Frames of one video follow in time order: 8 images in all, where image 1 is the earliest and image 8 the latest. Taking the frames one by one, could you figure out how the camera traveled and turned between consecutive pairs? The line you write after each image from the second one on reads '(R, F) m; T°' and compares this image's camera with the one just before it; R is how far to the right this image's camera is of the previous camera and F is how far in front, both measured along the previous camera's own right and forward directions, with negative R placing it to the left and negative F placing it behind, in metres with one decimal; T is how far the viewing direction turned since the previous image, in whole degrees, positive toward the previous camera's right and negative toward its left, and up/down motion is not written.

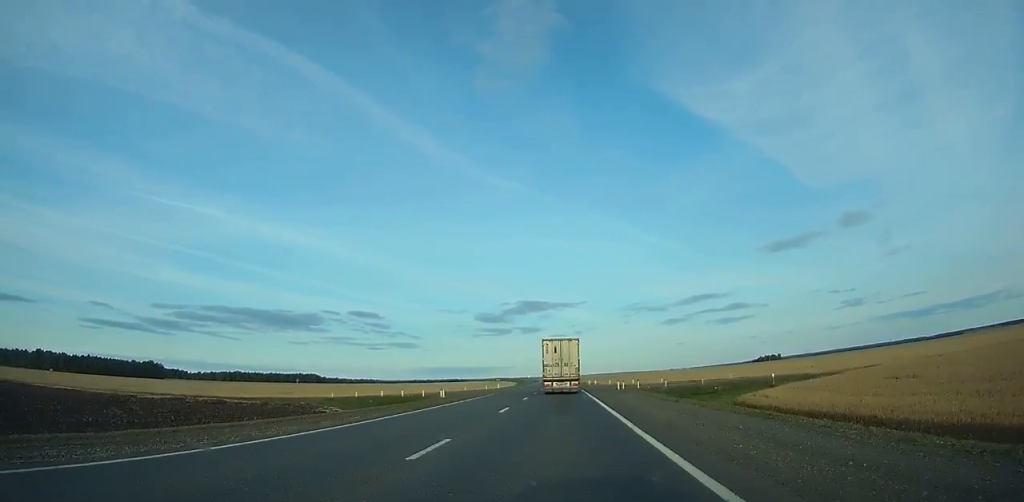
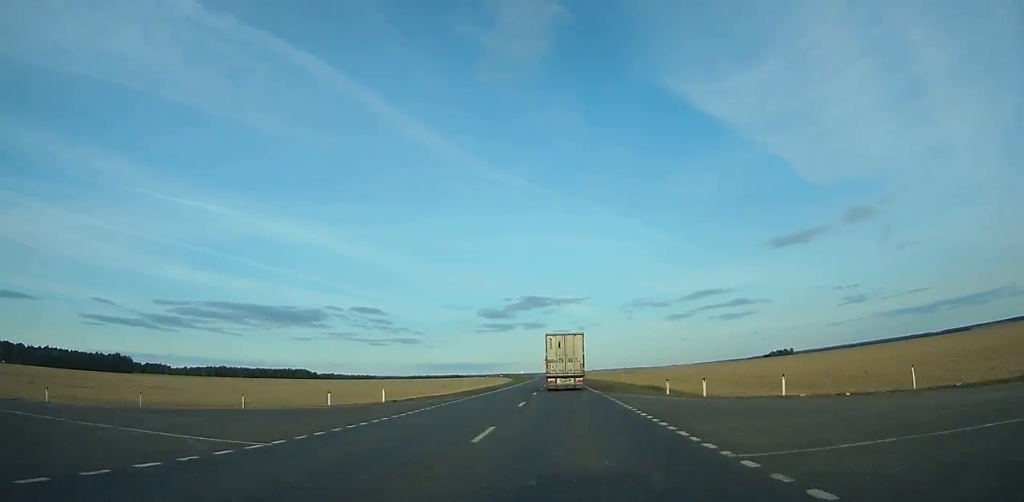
(-0.8, +71.9) m; -1°
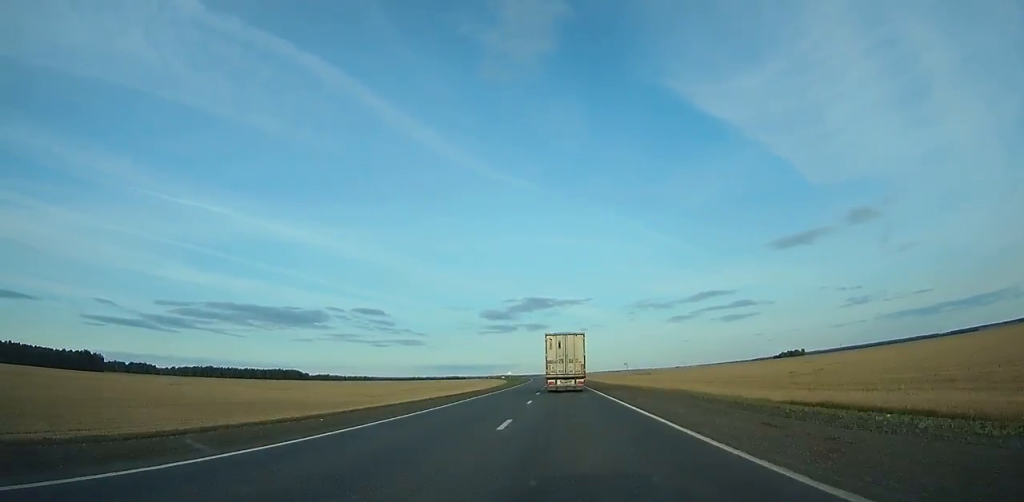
(-0.2, +58.6) m; 0°
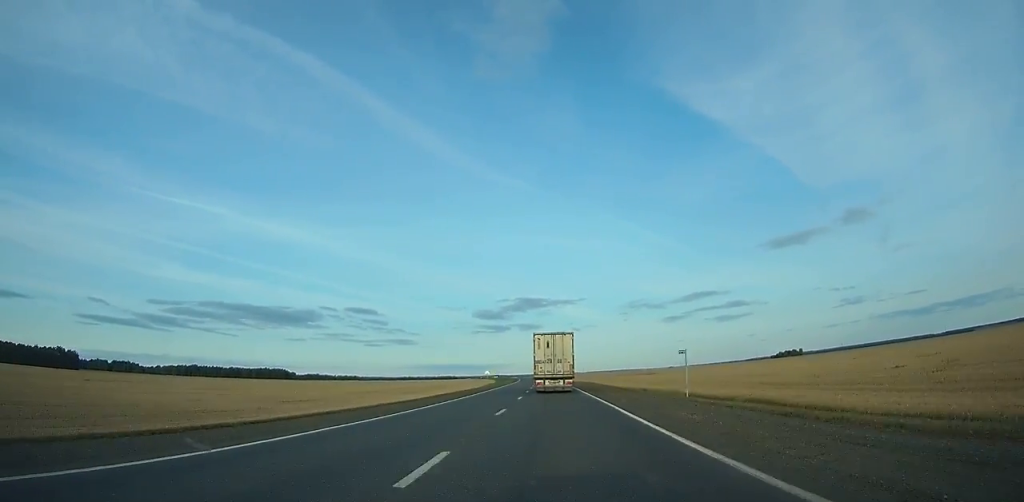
(0.0, +31.4) m; 0°
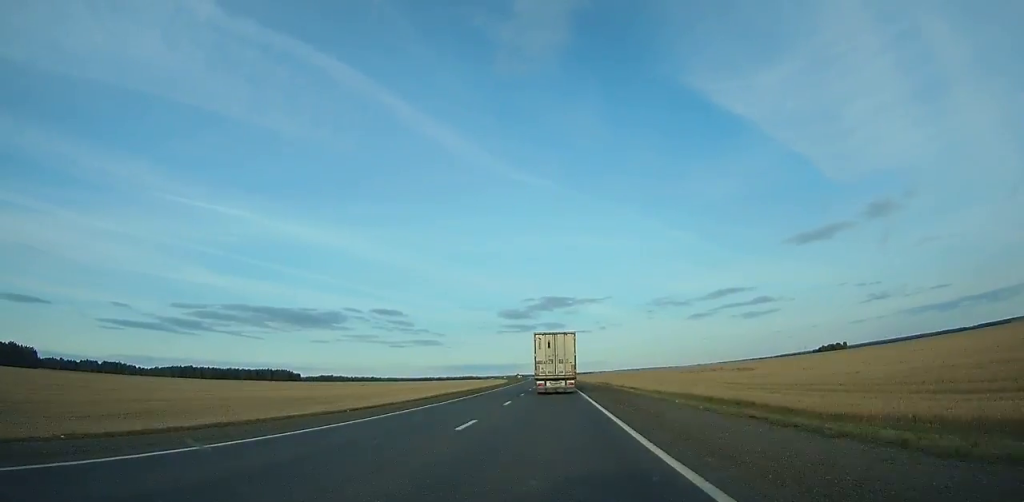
(-1.2, +106.0) m; -2°
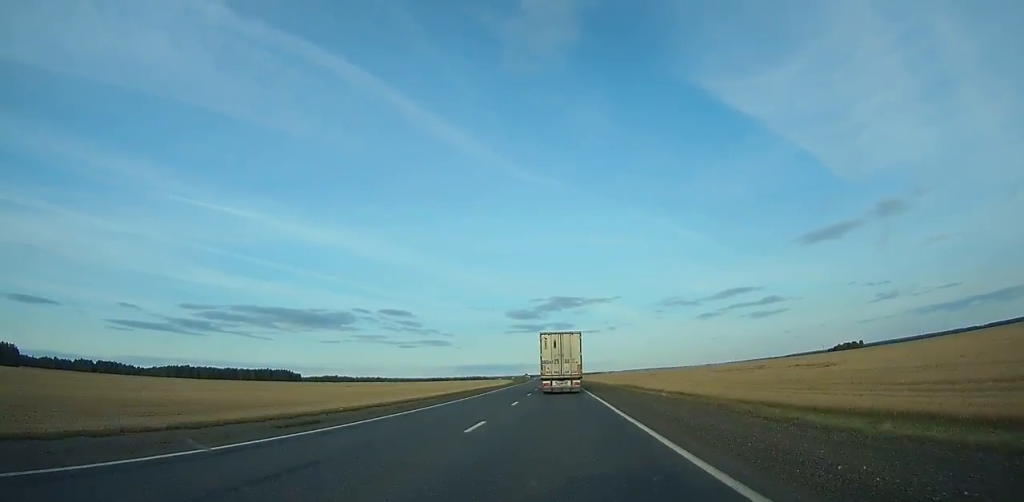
(-0.2, +38.7) m; -1°
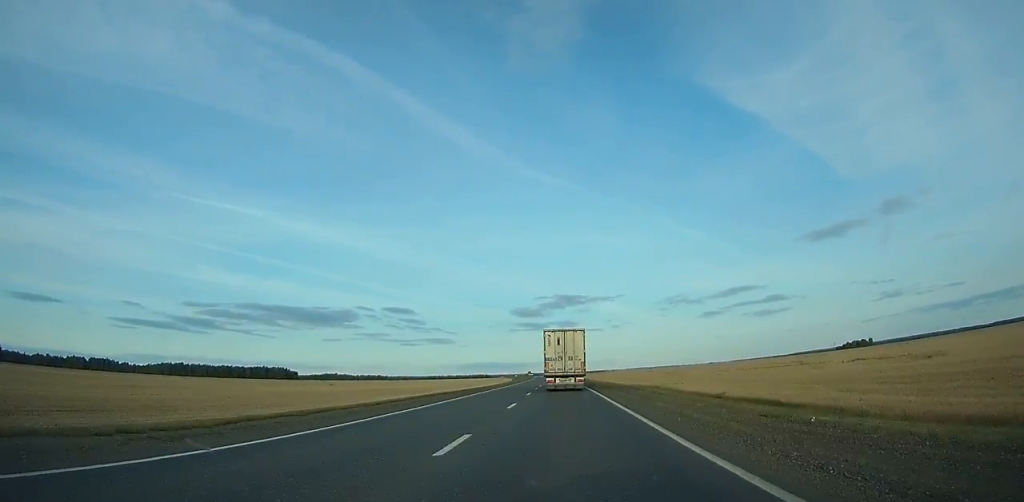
(-0.2, +28.9) m; 0°
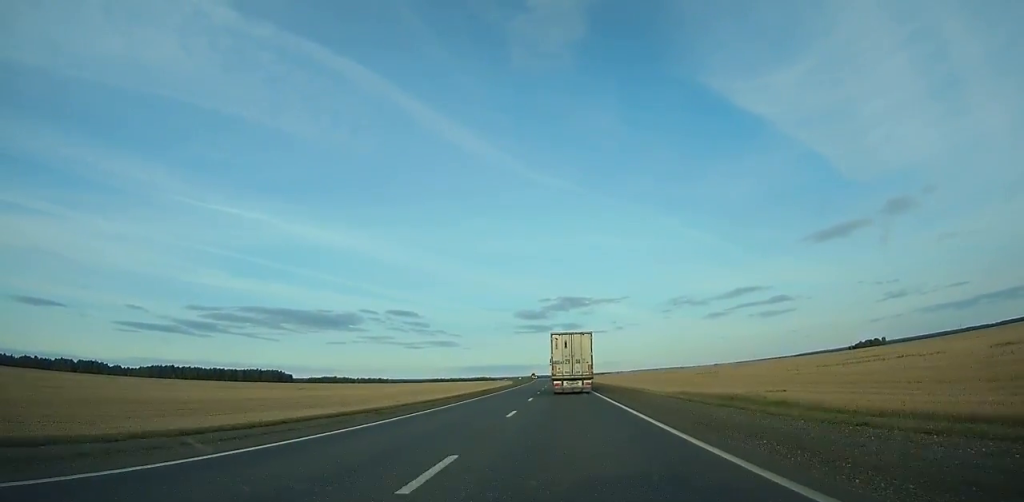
(-0.1, +39.9) m; 0°
